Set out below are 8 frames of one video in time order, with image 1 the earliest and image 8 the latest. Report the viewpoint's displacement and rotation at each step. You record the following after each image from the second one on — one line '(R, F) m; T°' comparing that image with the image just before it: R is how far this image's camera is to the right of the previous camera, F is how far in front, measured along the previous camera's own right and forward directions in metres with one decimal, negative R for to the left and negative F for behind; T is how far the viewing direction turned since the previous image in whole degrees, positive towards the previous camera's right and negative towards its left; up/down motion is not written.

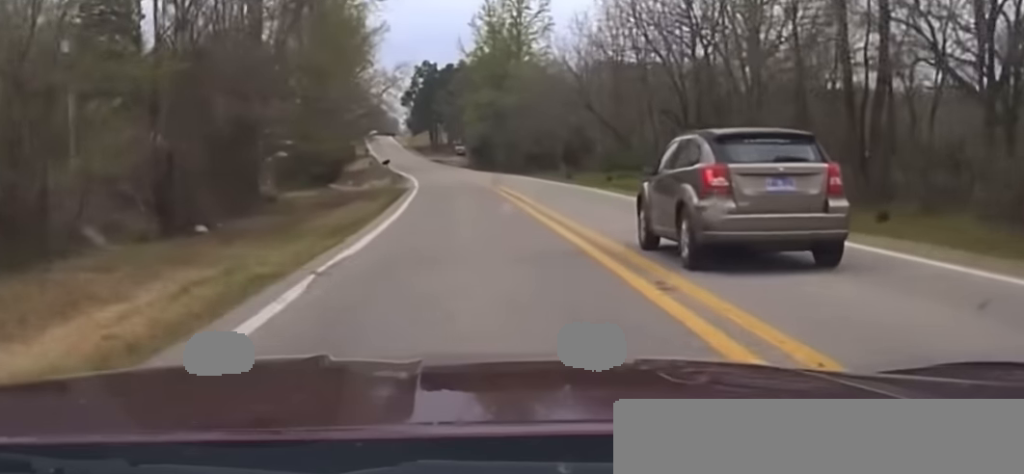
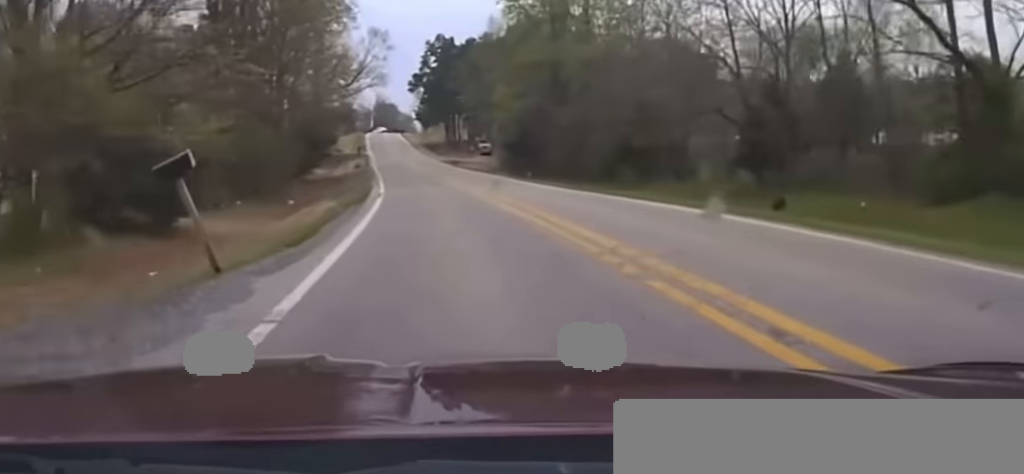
(+0.5, +52.1) m; -1°
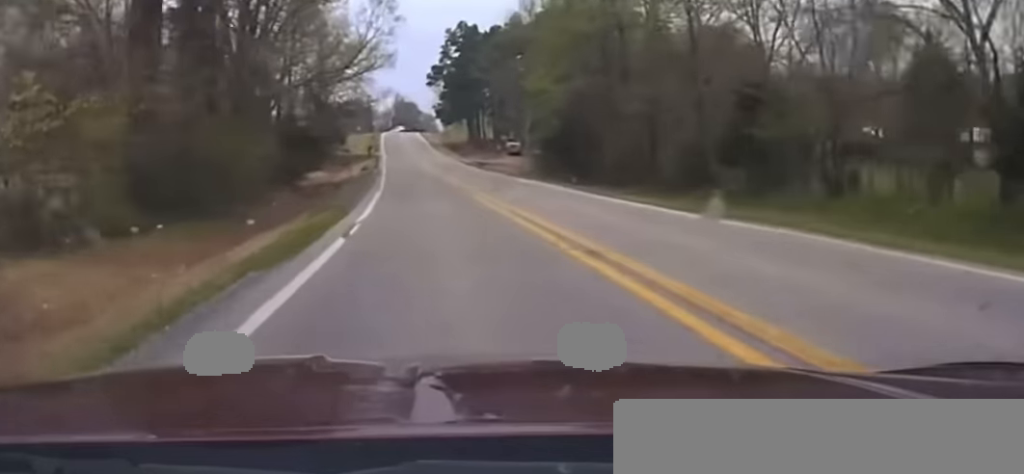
(-0.7, +18.1) m; -2°
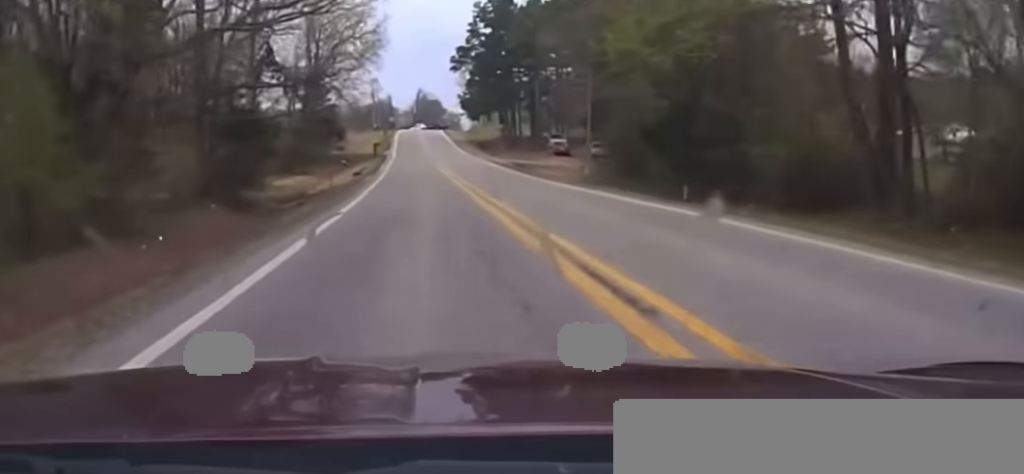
(-0.8, +28.3) m; -2°
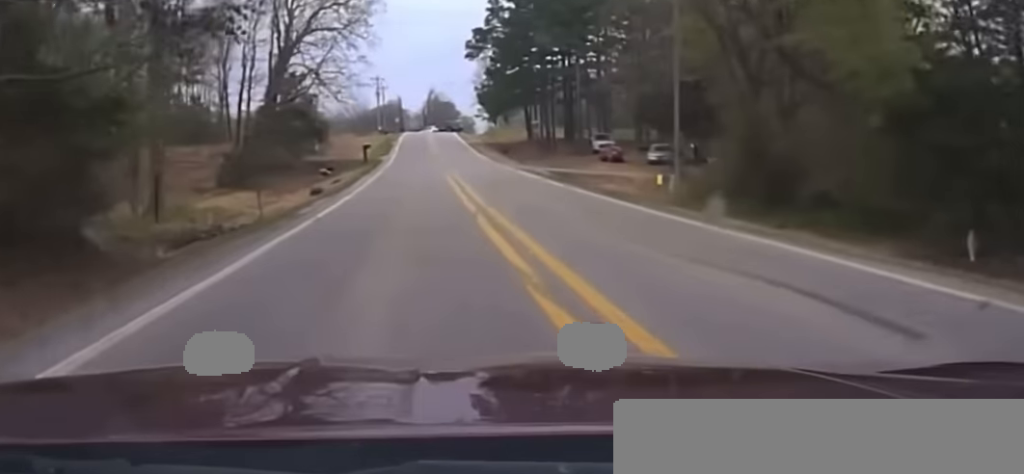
(-0.1, +23.8) m; 0°
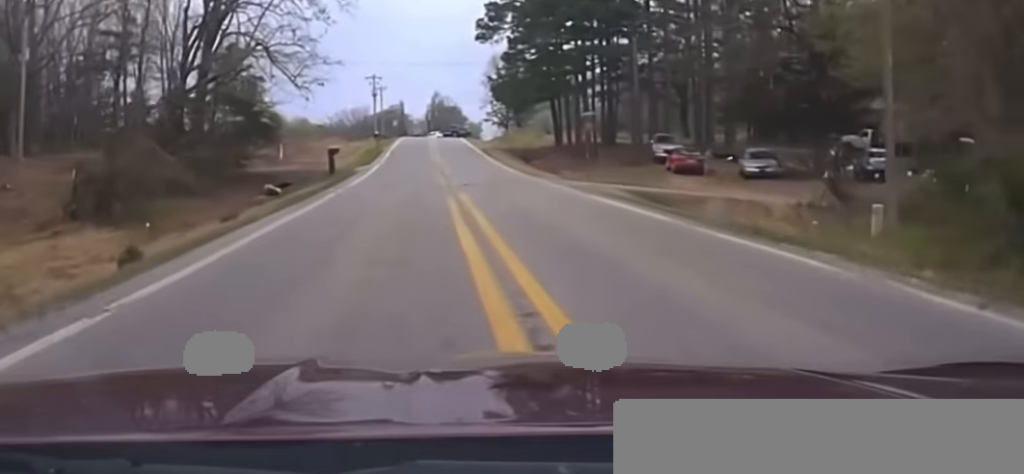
(-0.1, +22.0) m; 0°
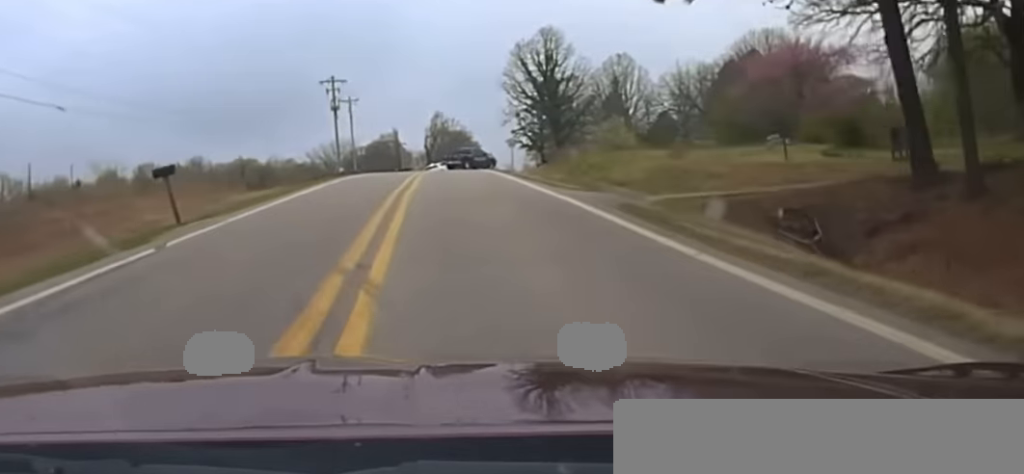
(+0.7, +70.9) m; +1°
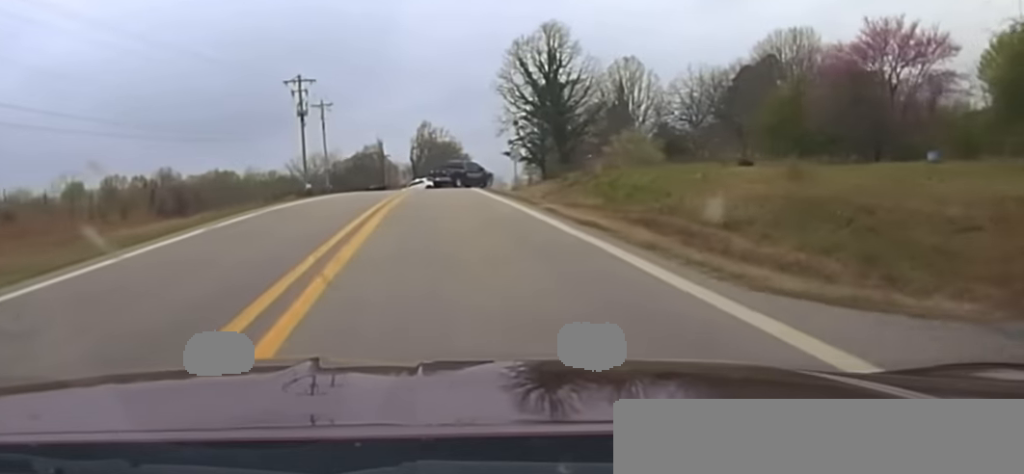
(+0.1, +18.2) m; 0°
